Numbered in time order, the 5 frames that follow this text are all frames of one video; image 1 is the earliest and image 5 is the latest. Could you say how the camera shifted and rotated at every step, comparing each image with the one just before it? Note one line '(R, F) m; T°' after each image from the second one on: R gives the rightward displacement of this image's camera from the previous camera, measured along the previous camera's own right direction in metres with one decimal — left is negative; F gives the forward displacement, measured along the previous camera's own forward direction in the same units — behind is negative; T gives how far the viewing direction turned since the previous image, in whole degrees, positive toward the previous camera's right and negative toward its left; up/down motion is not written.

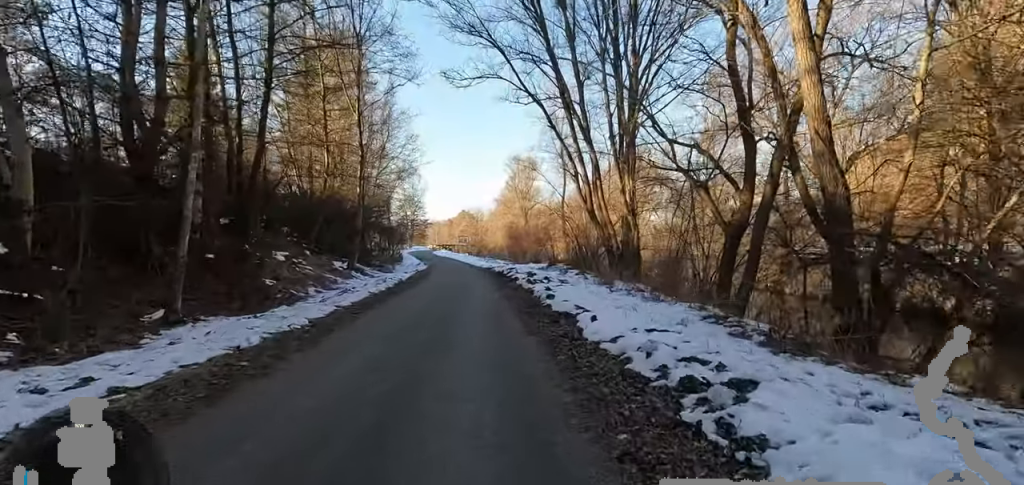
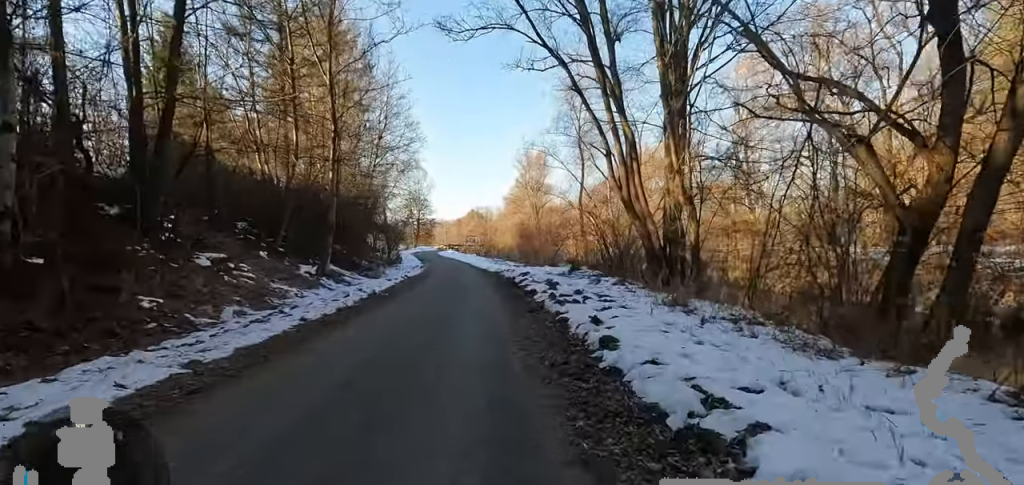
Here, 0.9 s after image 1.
(-0.3, +4.9) m; +7°
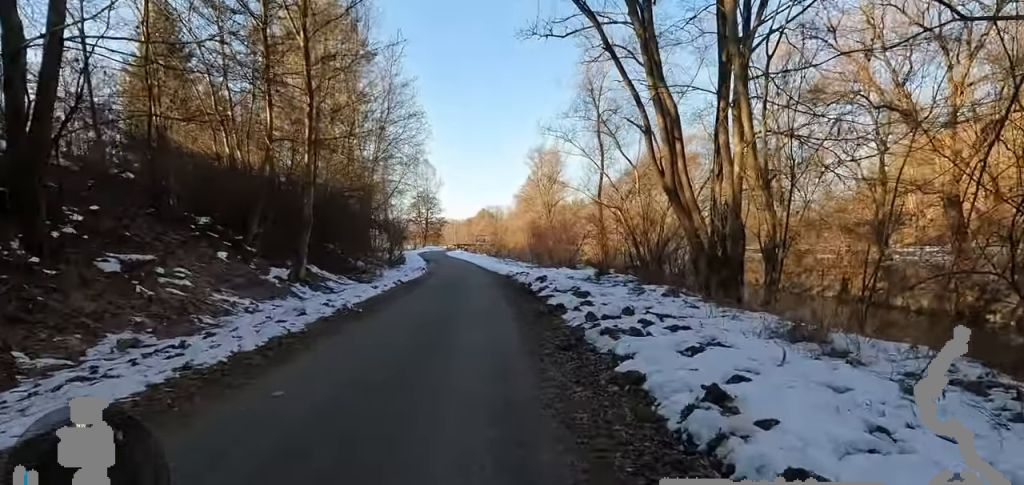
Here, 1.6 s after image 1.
(+0.9, +3.4) m; -1°
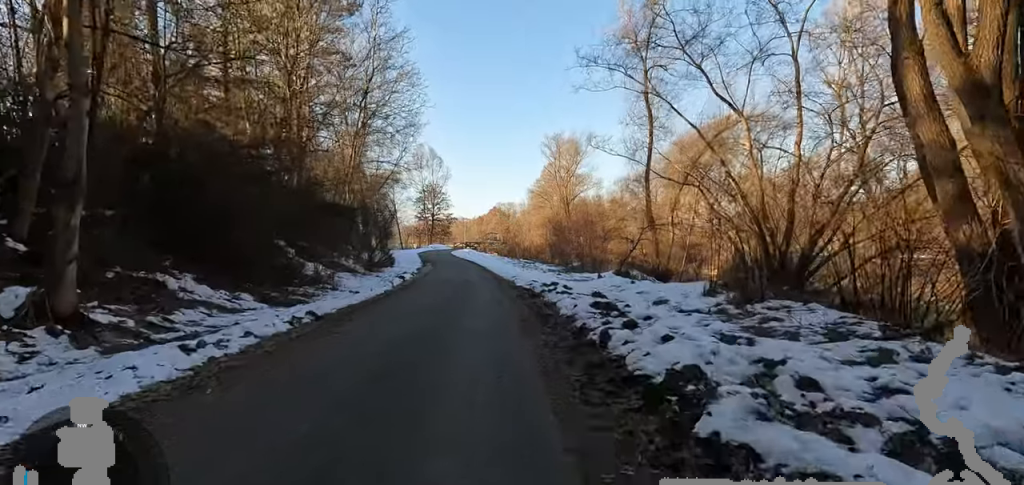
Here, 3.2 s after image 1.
(-0.6, +8.9) m; 0°
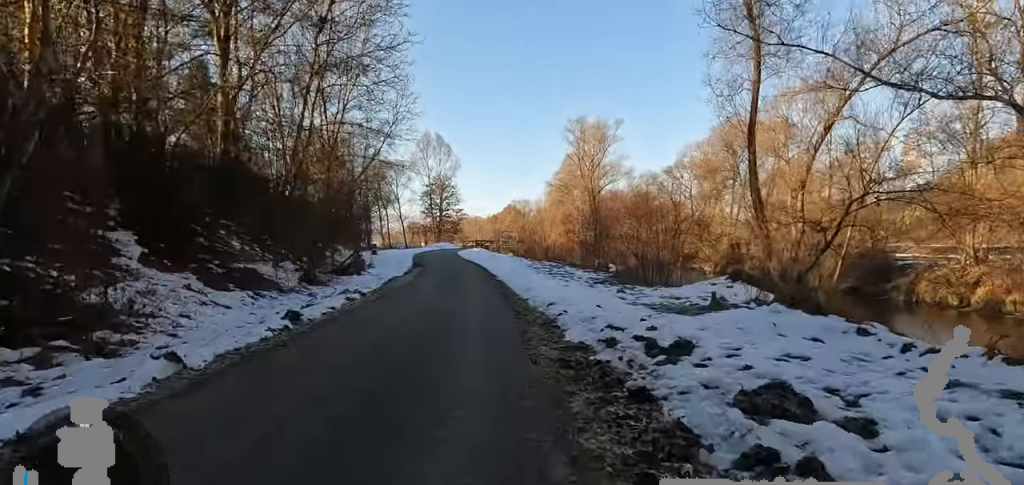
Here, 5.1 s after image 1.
(-1.2, +10.2) m; -14°
